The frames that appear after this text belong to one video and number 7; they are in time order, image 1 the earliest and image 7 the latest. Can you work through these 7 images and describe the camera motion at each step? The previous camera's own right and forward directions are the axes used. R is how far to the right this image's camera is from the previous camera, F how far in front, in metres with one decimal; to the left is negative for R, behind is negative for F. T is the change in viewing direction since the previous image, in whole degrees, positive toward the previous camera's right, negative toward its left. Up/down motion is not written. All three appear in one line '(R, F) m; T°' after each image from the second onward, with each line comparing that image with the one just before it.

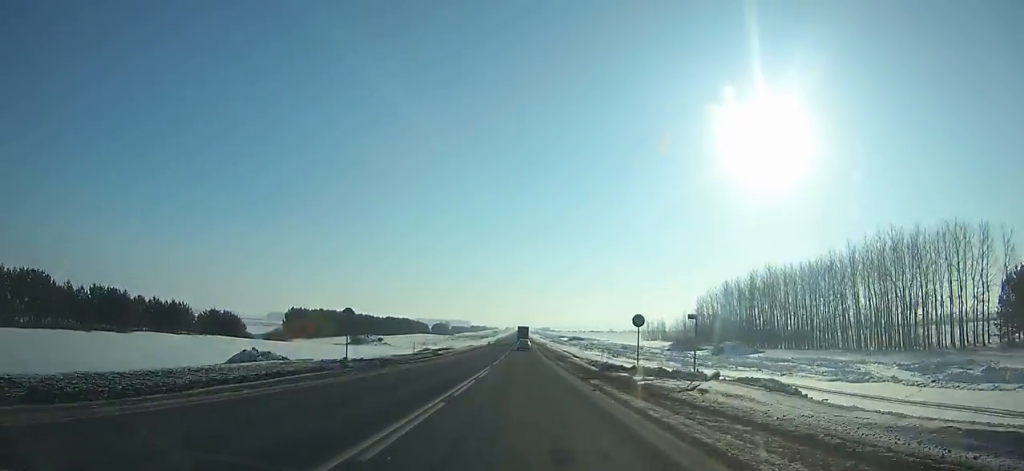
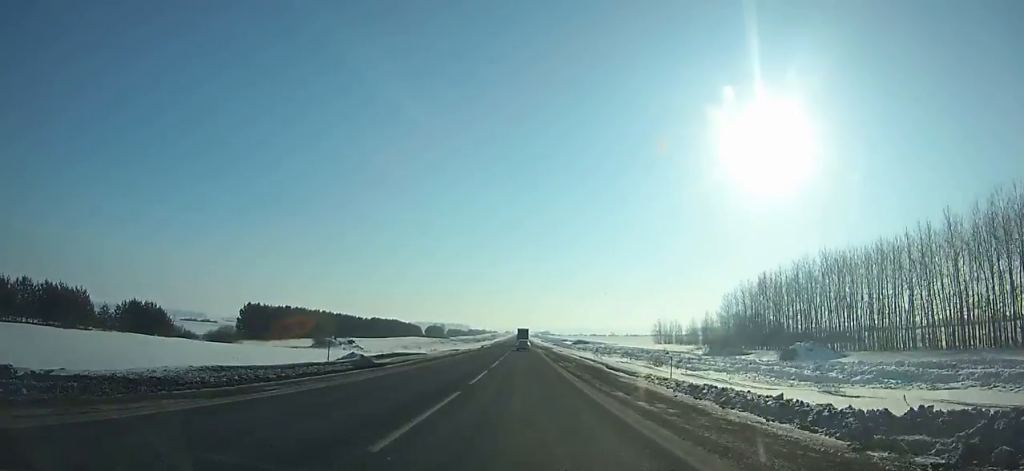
(-0.1, +28.1) m; 0°
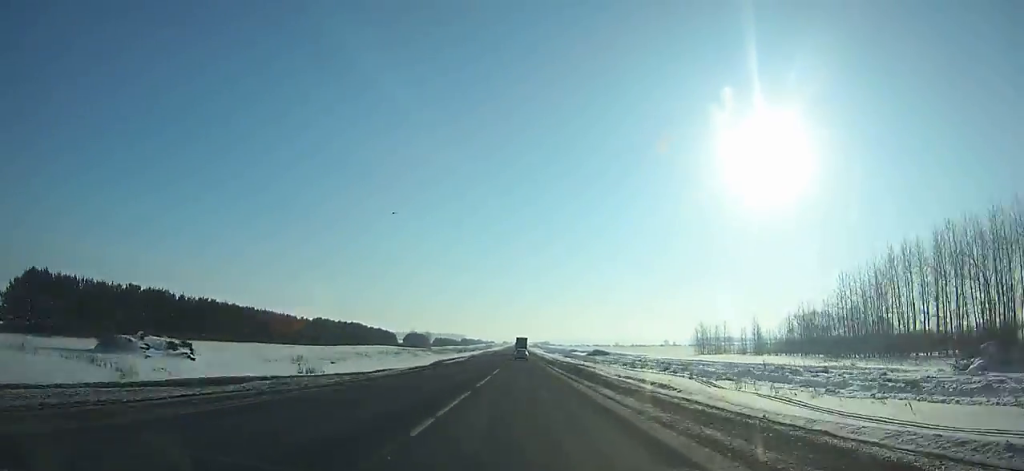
(+0.1, +70.4) m; 0°
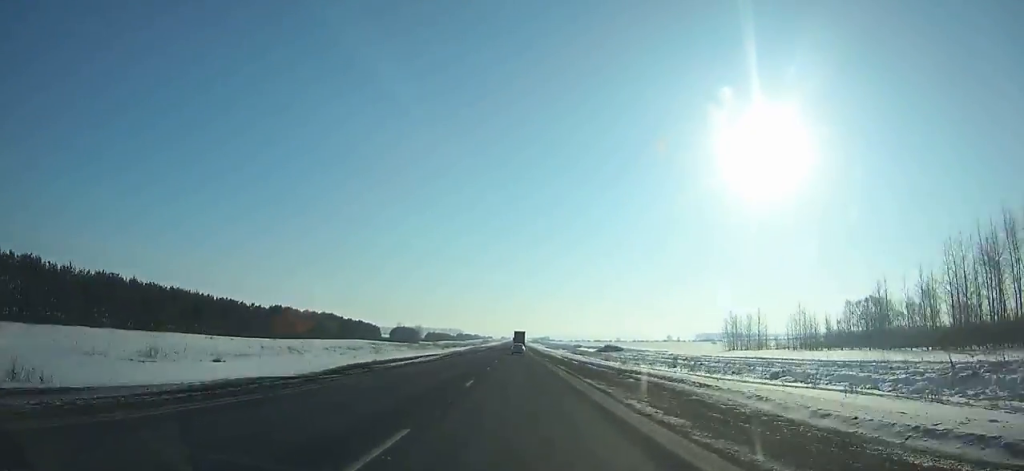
(0.0, +33.1) m; 0°
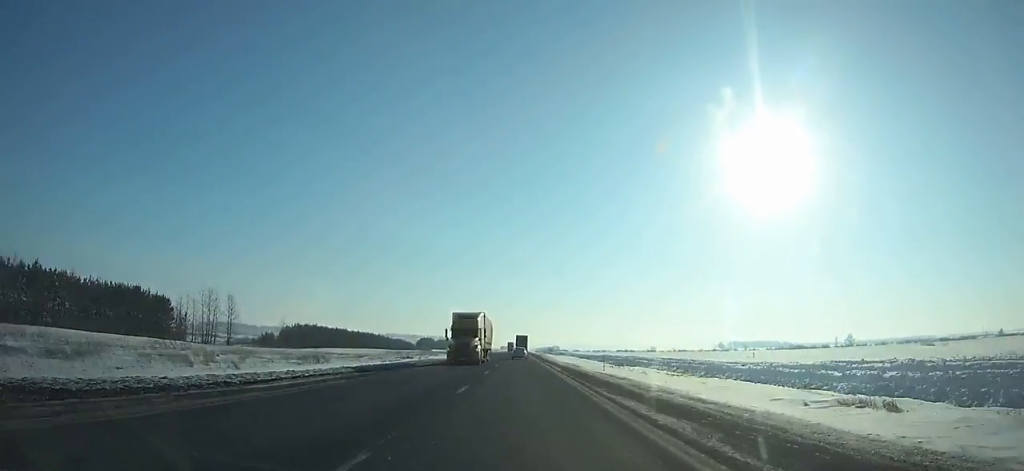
(-1.5, +266.2) m; 0°
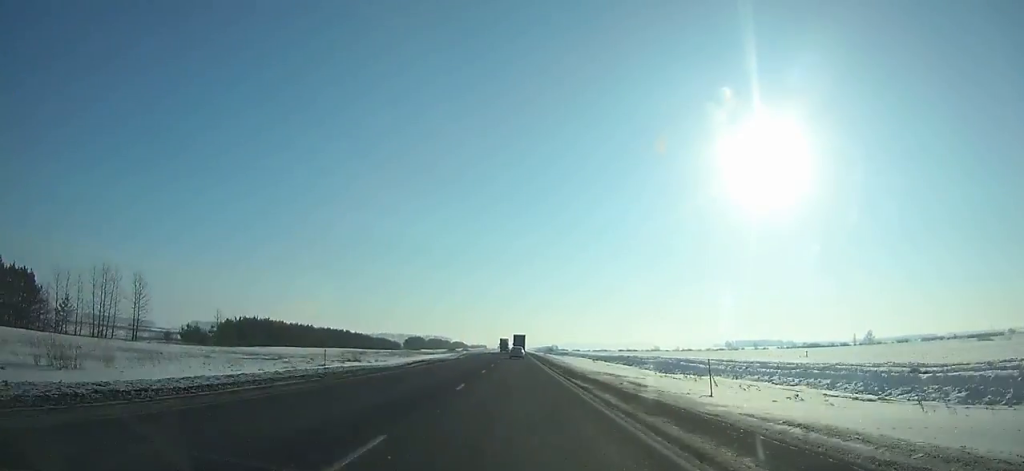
(+0.1, +34.7) m; 0°
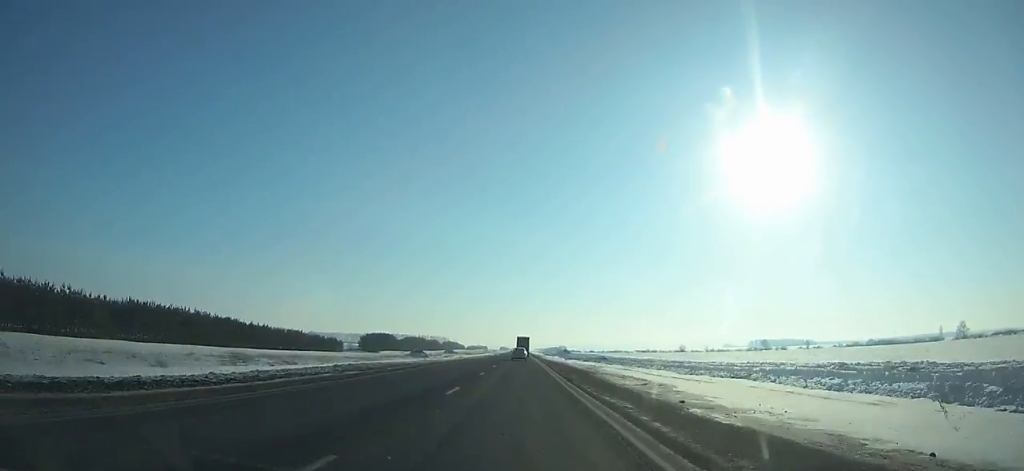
(-0.3, +109.1) m; 0°
